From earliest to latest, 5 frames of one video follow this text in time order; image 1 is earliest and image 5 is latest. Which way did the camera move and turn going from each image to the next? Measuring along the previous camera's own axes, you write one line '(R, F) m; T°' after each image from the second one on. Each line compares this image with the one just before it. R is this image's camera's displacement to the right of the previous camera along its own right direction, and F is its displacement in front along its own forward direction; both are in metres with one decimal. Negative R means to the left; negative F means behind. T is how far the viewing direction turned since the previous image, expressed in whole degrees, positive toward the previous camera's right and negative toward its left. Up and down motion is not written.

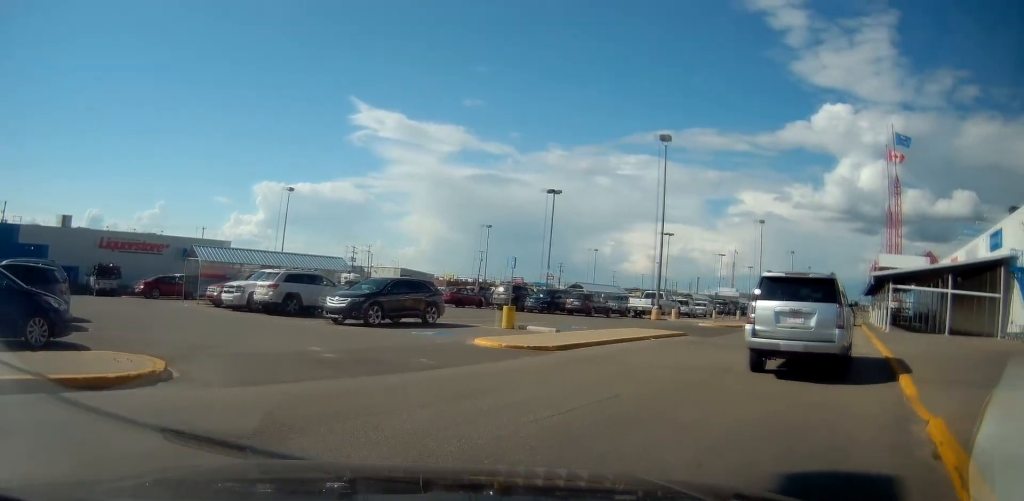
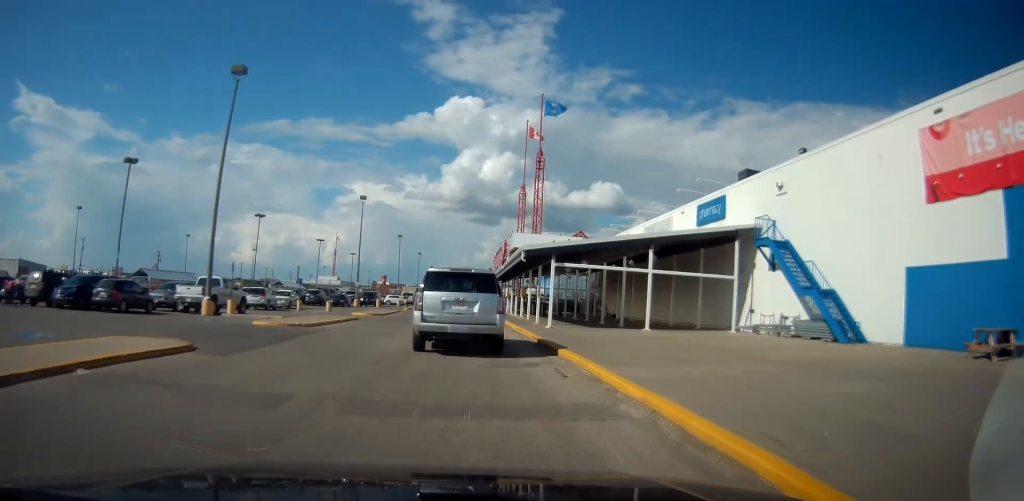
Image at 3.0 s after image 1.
(+2.8, +8.8) m; +30°
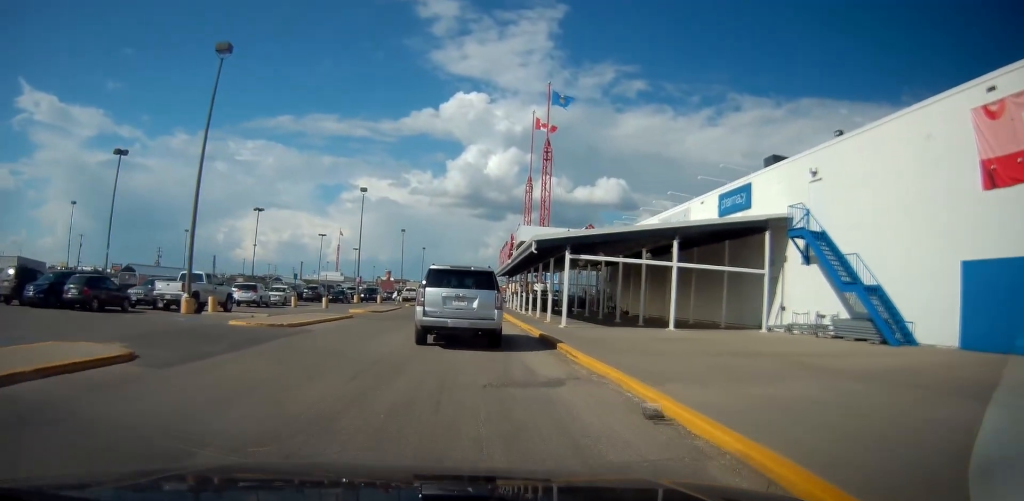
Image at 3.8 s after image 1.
(+0.1, +2.5) m; +2°
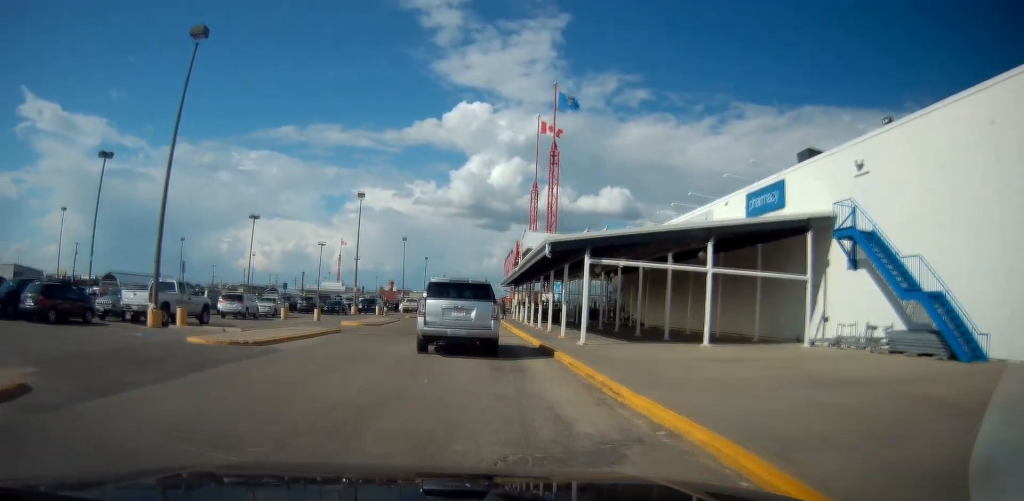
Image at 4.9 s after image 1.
(0.0, +3.2) m; +1°
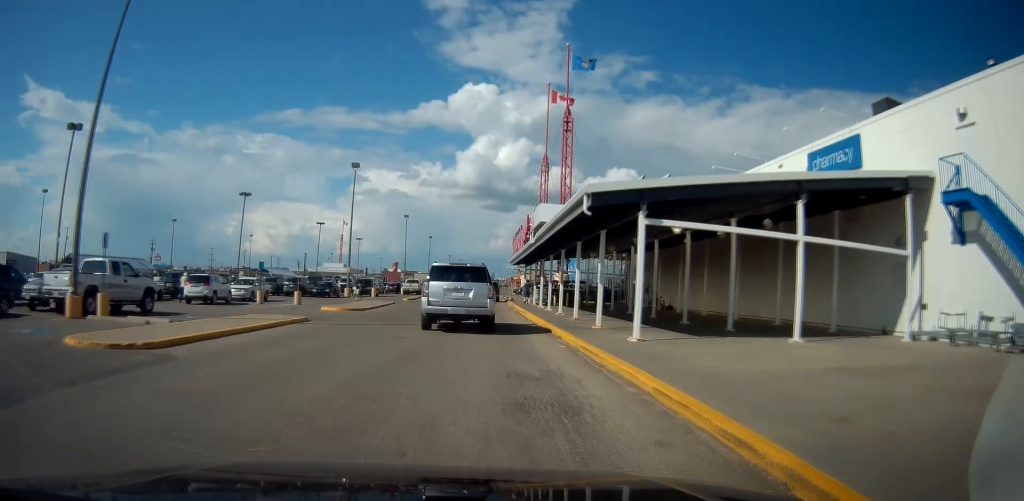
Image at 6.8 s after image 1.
(0.0, +5.9) m; 0°
